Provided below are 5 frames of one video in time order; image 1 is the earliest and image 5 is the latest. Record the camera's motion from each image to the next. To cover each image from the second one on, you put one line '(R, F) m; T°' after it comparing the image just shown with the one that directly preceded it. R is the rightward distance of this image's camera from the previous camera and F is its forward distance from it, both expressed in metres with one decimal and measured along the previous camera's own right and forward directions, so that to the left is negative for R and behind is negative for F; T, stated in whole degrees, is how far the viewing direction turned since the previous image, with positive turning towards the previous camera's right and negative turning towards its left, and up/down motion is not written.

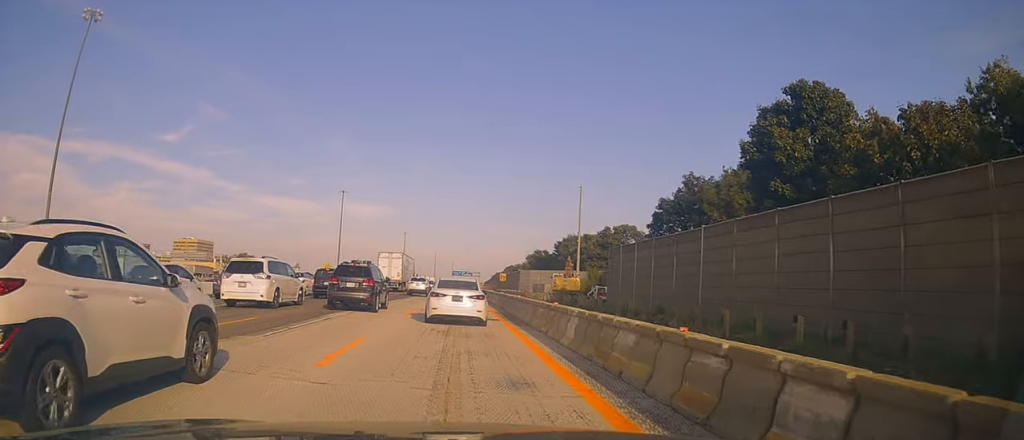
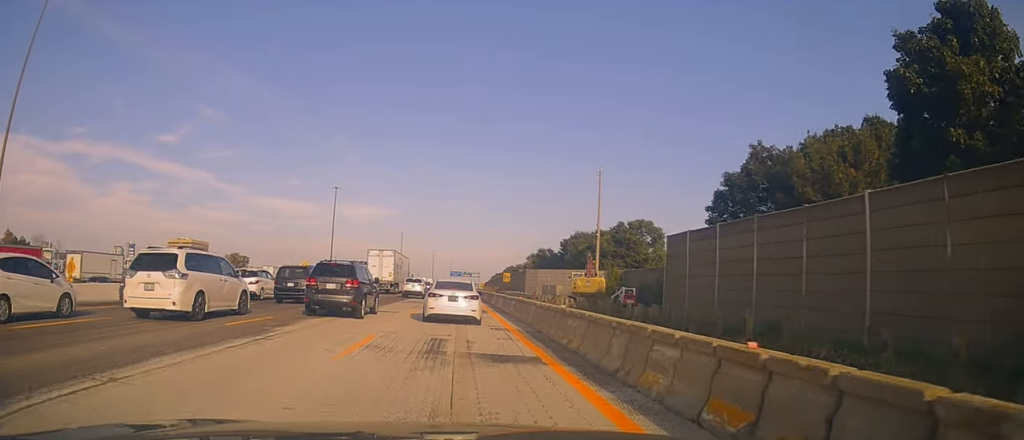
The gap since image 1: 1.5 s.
(+0.3, +10.6) m; -2°
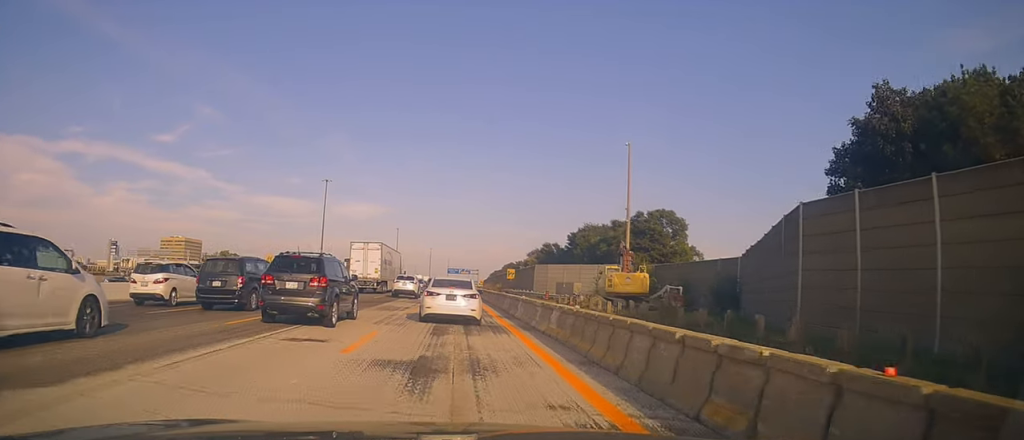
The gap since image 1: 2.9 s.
(-0.6, +11.3) m; -3°
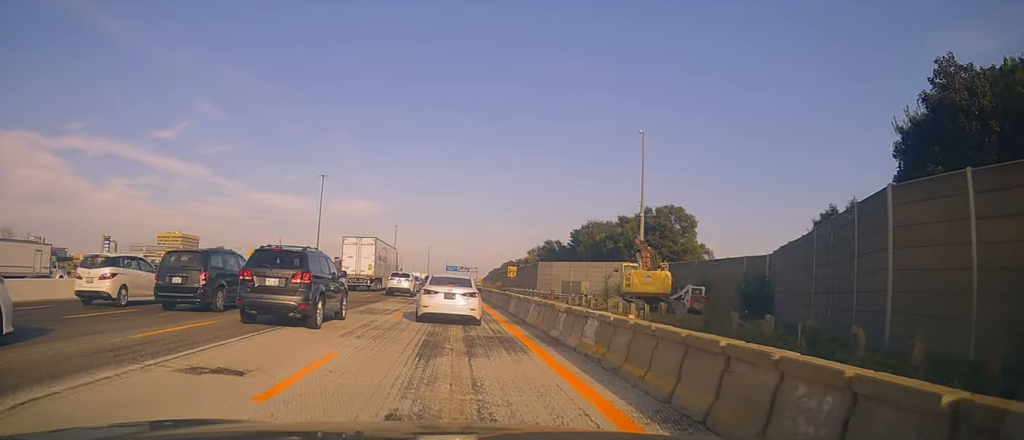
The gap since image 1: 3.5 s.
(0.0, +4.3) m; +1°
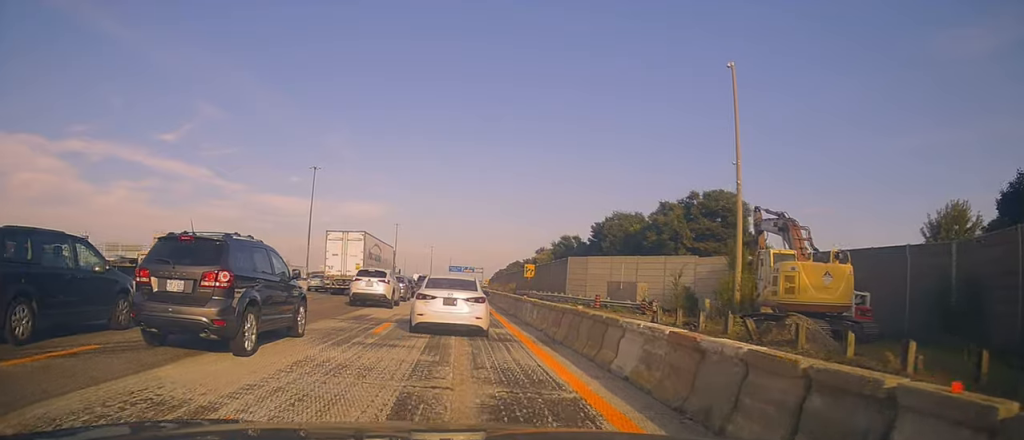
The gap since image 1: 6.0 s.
(+1.4, +19.4) m; +3°
